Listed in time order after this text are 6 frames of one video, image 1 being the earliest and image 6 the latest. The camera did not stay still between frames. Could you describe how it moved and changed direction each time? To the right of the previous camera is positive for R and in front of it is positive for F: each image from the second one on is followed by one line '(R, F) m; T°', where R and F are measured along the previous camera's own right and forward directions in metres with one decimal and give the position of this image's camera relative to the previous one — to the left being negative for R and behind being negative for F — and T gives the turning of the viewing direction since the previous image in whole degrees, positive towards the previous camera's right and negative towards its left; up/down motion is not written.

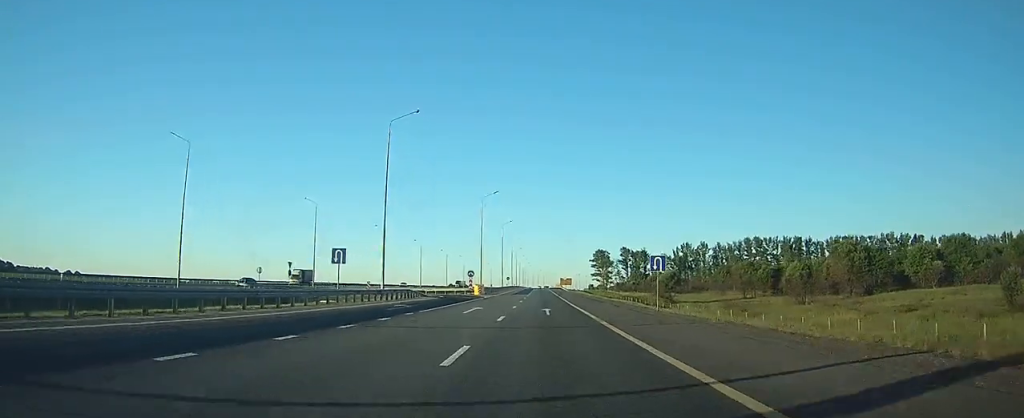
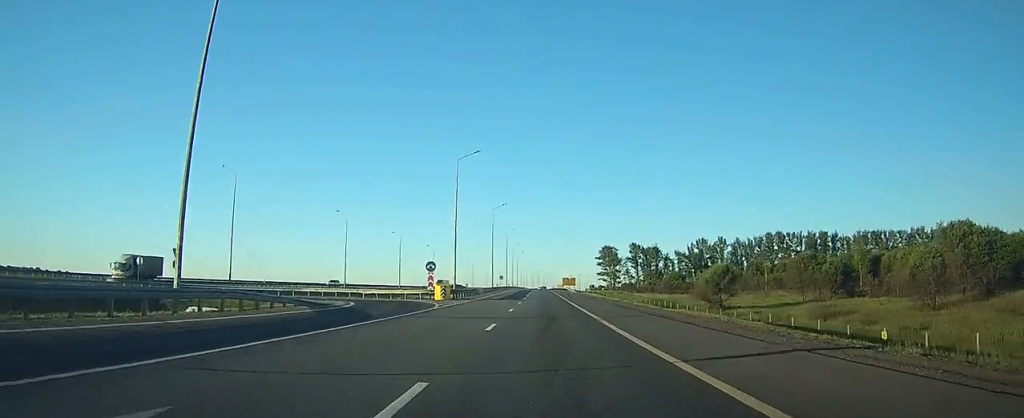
(-0.1, +28.6) m; 0°
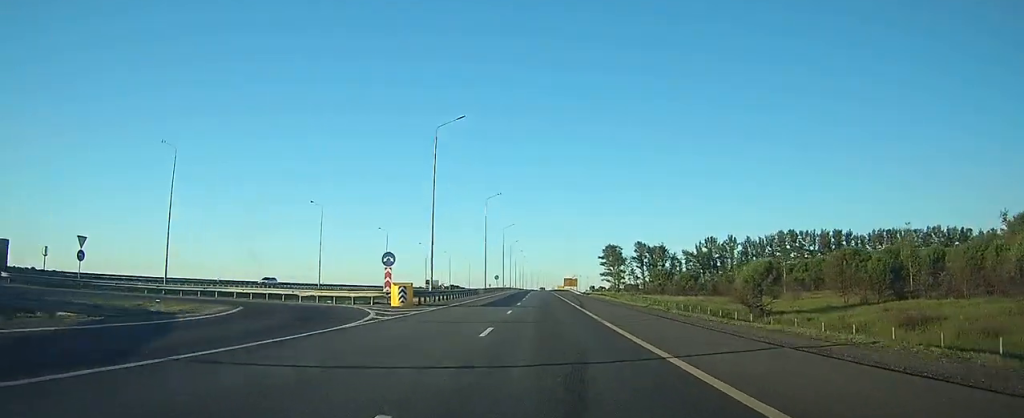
(0.0, +13.9) m; 0°
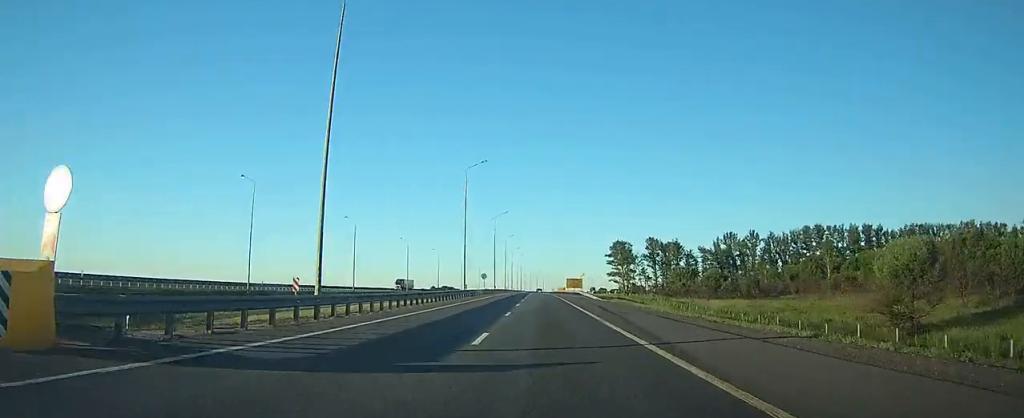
(+0.1, +26.1) m; 0°
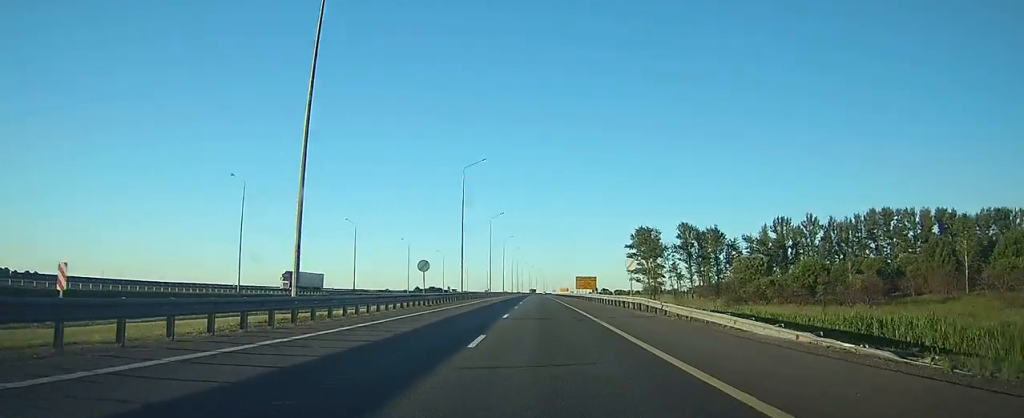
(-0.3, +48.7) m; 0°
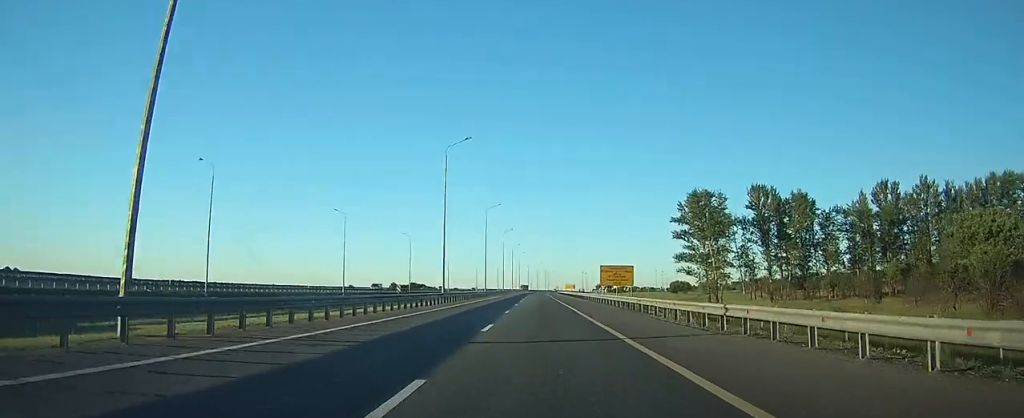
(+0.1, +55.6) m; 0°
